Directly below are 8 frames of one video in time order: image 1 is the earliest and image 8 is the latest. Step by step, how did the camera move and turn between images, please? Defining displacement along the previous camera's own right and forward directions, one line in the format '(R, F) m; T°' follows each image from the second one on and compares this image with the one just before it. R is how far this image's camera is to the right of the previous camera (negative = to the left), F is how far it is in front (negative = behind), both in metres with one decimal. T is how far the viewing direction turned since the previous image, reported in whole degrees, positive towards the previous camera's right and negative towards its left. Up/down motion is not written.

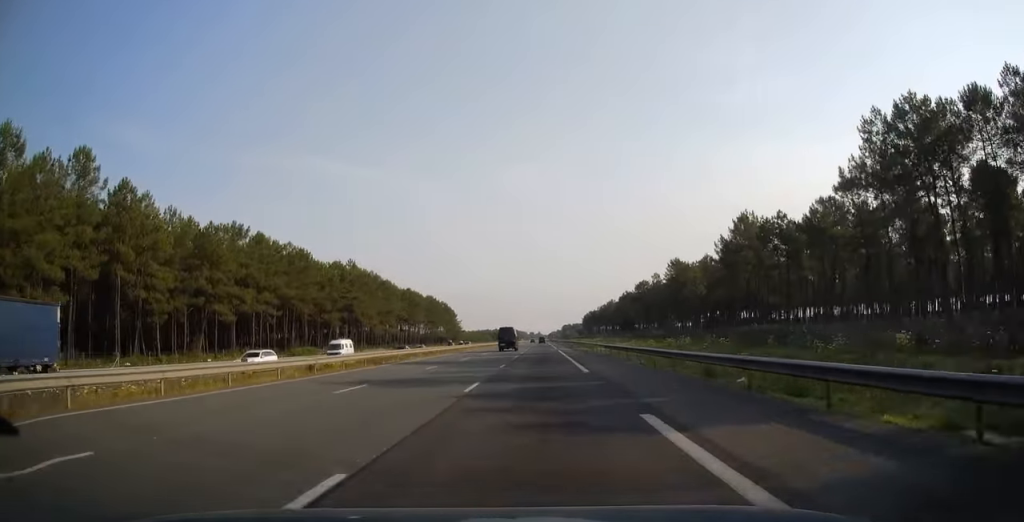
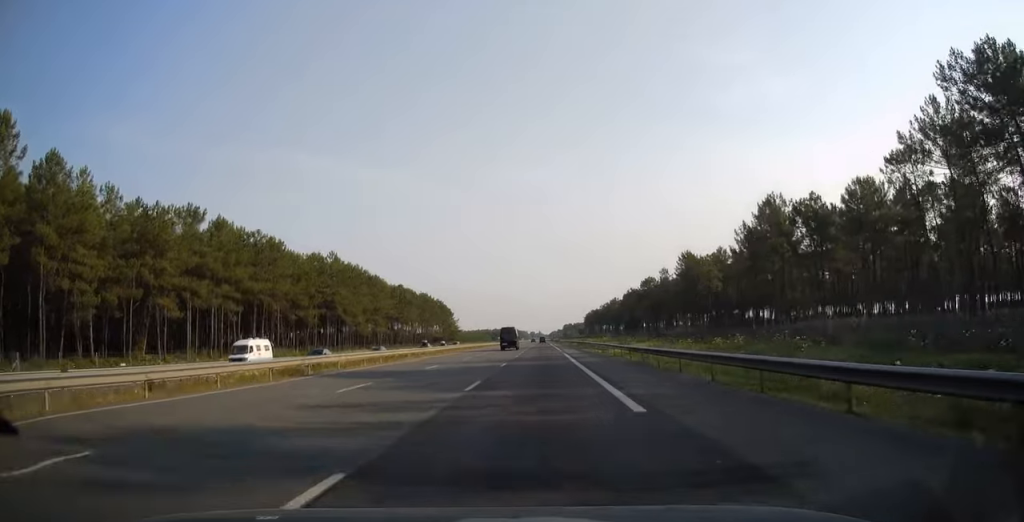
(0.0, +12.8) m; 0°
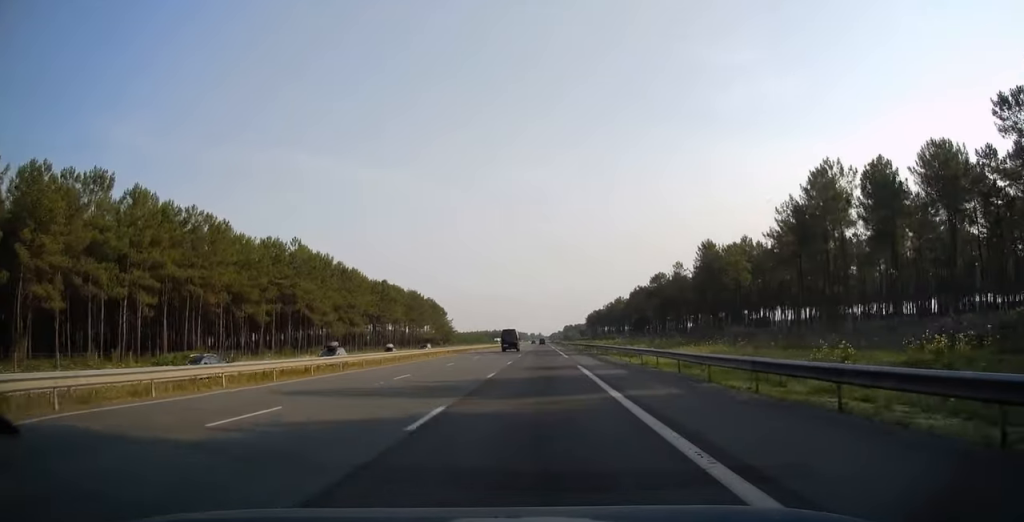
(-0.1, +19.7) m; 0°
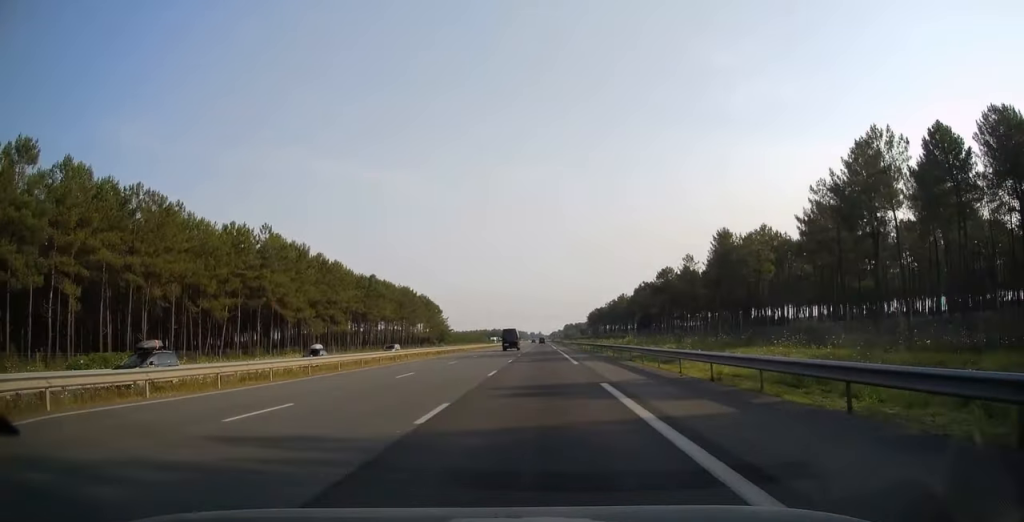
(0.0, +12.3) m; 0°
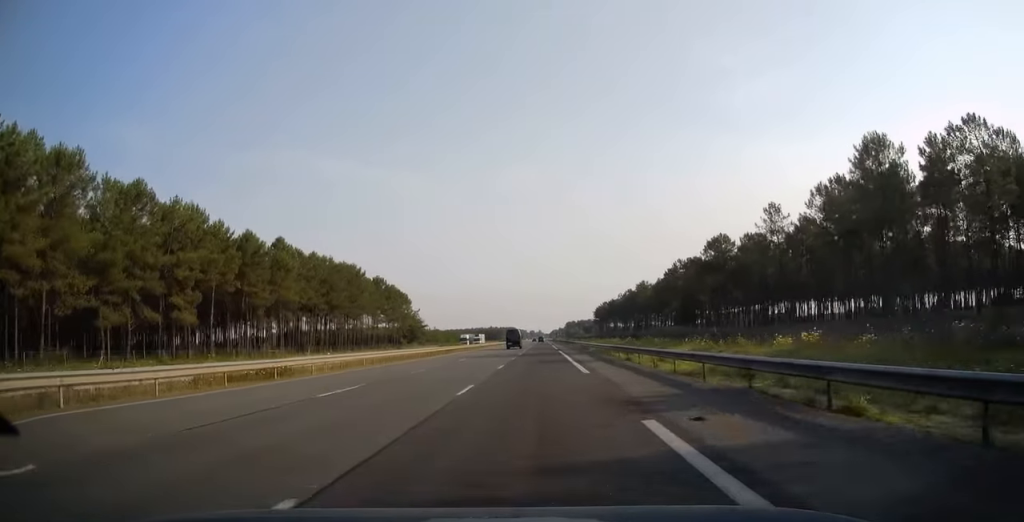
(0.0, +59.6) m; 0°
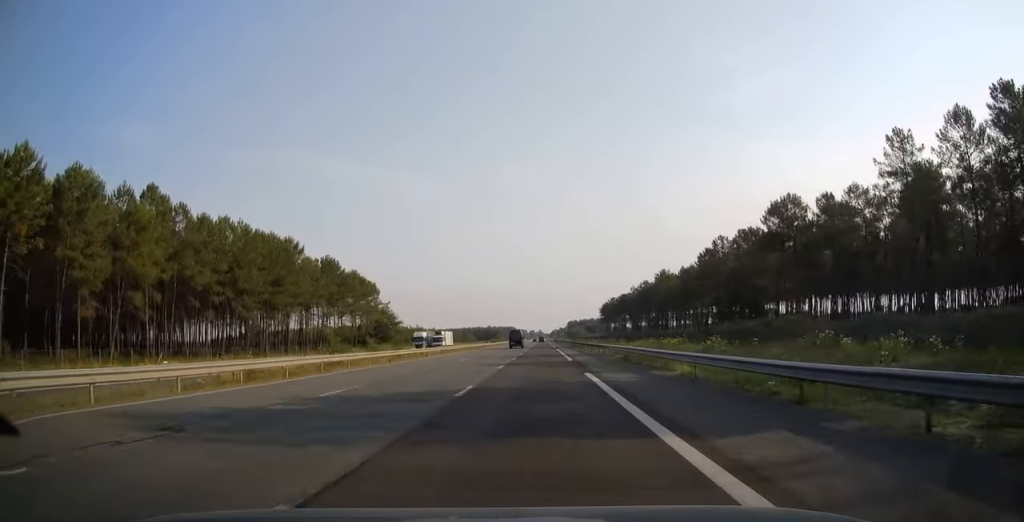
(0.0, +38.9) m; 0°
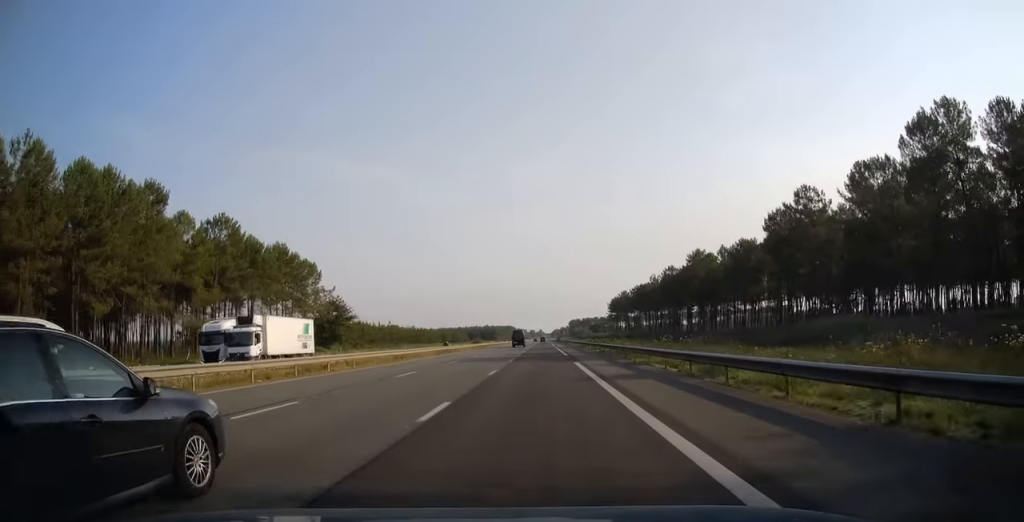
(0.0, +43.3) m; 0°
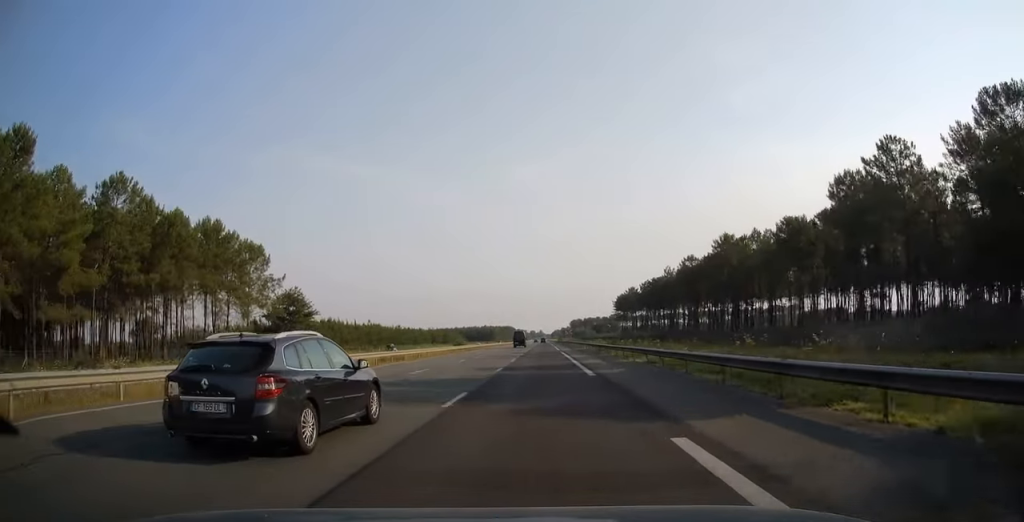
(0.0, +23.6) m; 0°
